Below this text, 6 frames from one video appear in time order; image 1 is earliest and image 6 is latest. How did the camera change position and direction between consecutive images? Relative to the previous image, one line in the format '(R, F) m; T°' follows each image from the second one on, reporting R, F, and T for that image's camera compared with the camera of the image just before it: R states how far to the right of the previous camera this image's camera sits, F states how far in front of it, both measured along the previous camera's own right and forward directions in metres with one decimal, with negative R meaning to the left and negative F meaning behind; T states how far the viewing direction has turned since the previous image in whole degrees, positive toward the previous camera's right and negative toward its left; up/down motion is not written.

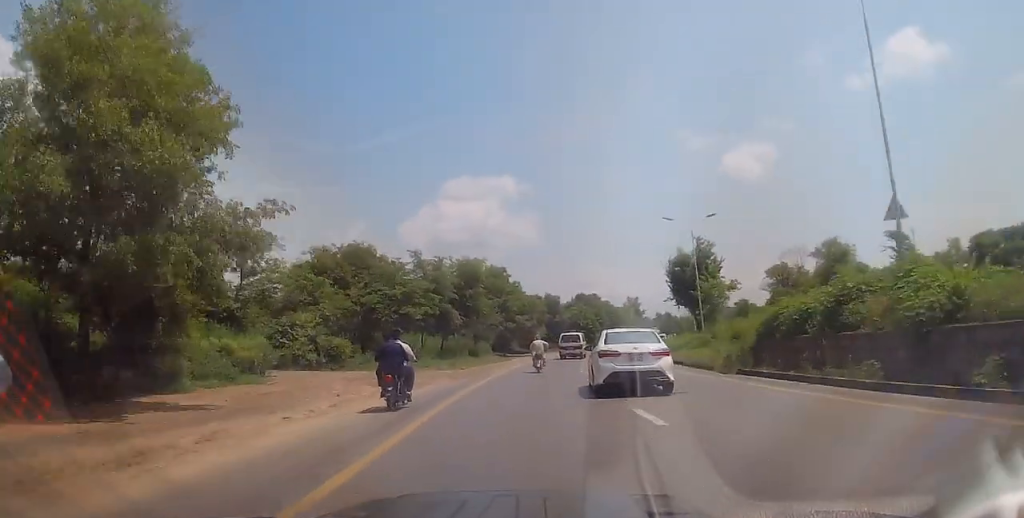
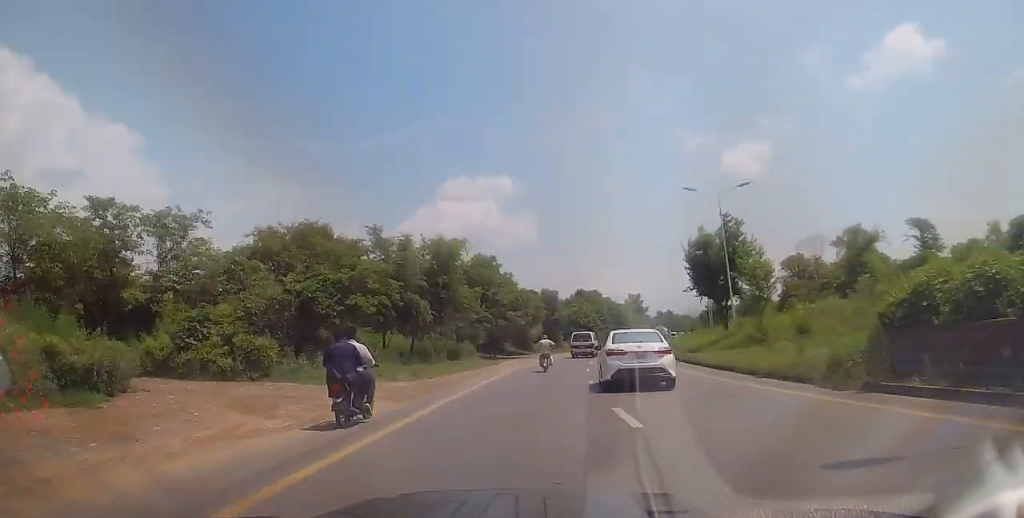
(-0.2, +8.6) m; 0°
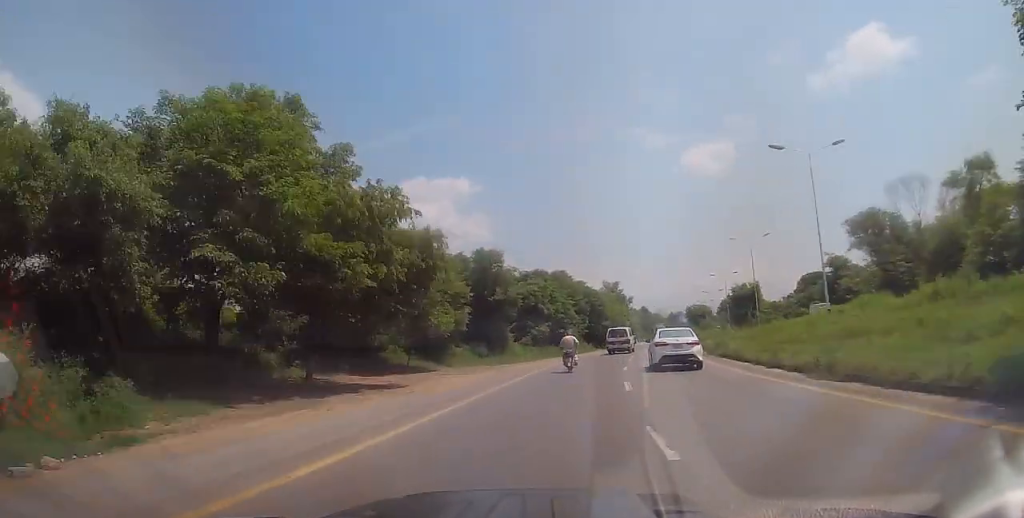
(+0.7, +37.3) m; +3°
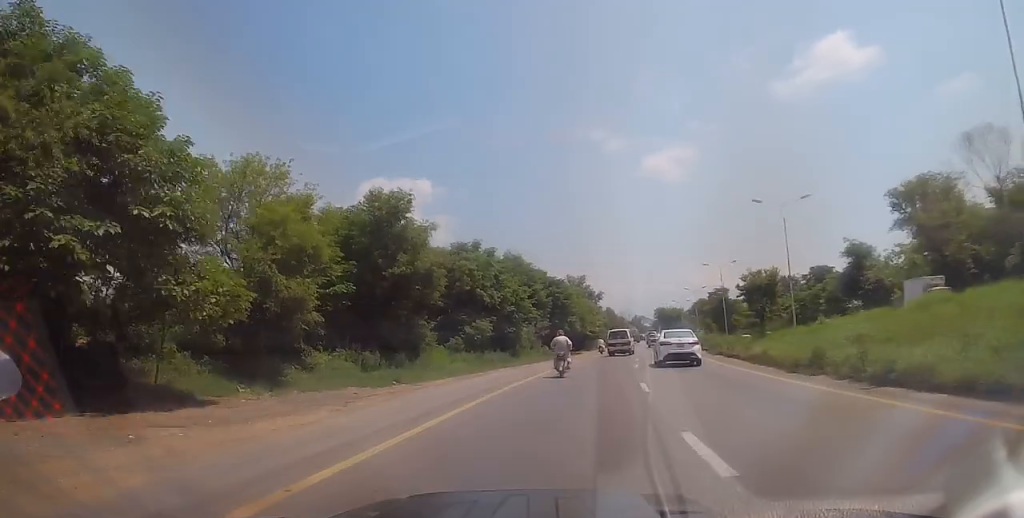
(+0.6, +18.1) m; +4°
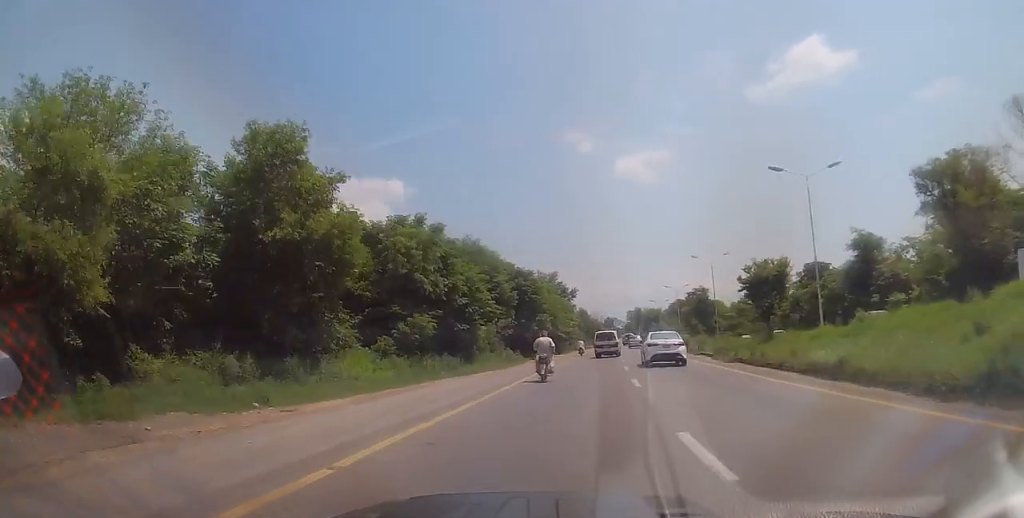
(0.0, +8.9) m; +2°
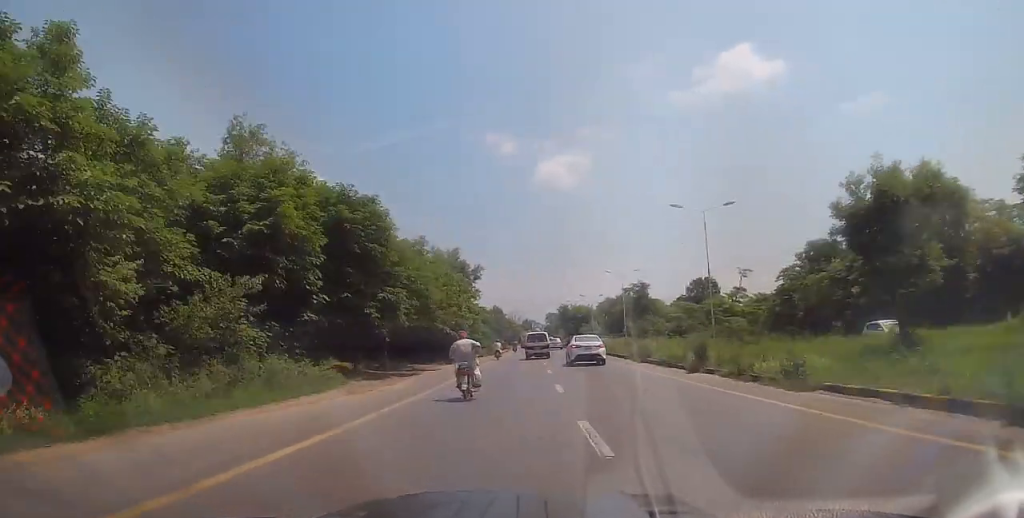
(+1.6, +26.7) m; +6°
